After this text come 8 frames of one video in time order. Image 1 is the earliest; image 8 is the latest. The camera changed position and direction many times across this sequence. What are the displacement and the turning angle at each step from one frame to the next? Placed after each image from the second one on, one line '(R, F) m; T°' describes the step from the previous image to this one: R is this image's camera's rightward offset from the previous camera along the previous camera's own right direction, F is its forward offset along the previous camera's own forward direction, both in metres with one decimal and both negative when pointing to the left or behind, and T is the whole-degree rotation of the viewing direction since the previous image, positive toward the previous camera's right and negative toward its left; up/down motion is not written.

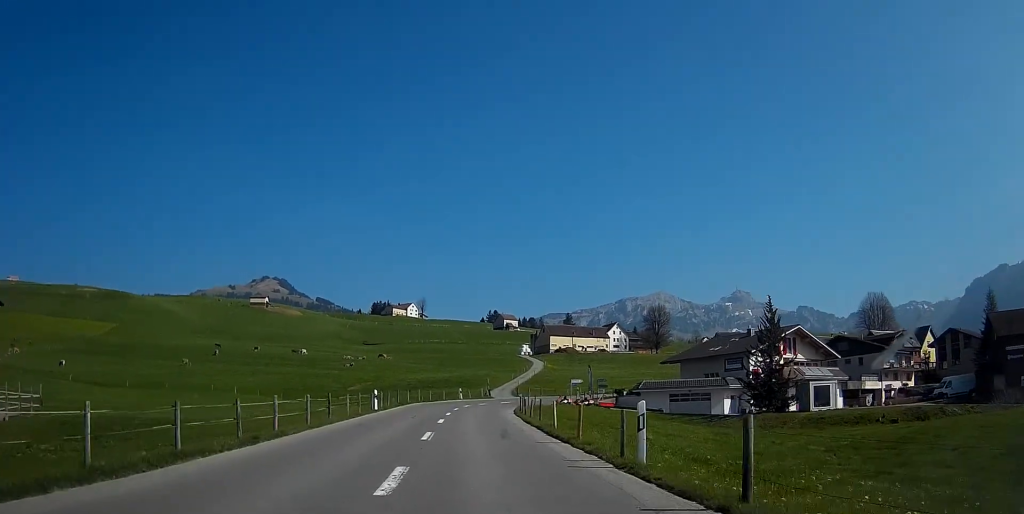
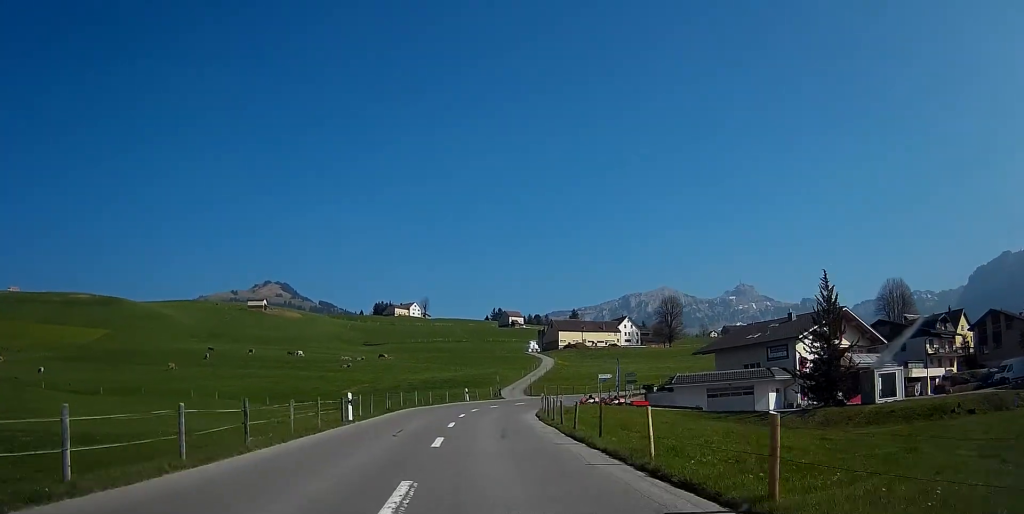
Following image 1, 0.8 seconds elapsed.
(0.0, +10.4) m; +1°
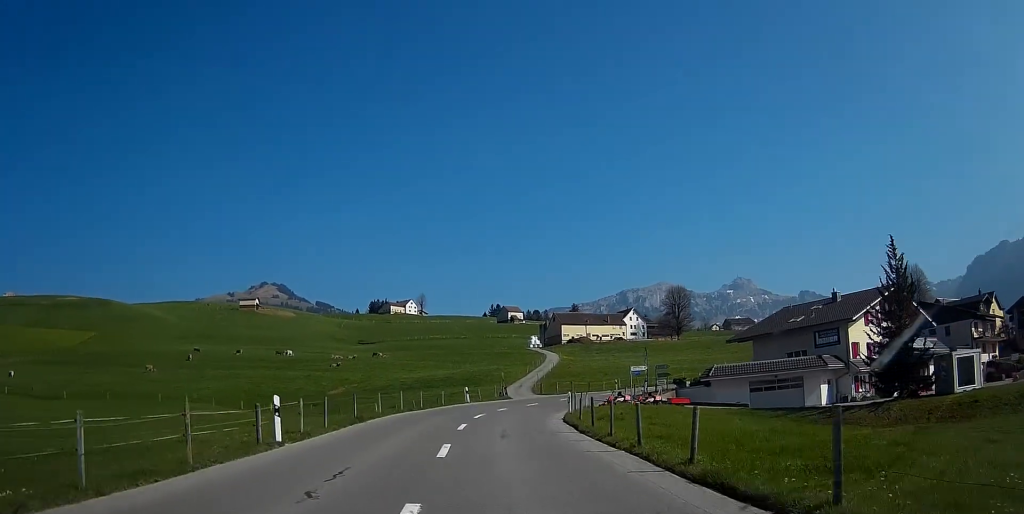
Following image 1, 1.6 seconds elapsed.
(+0.2, +10.5) m; -1°
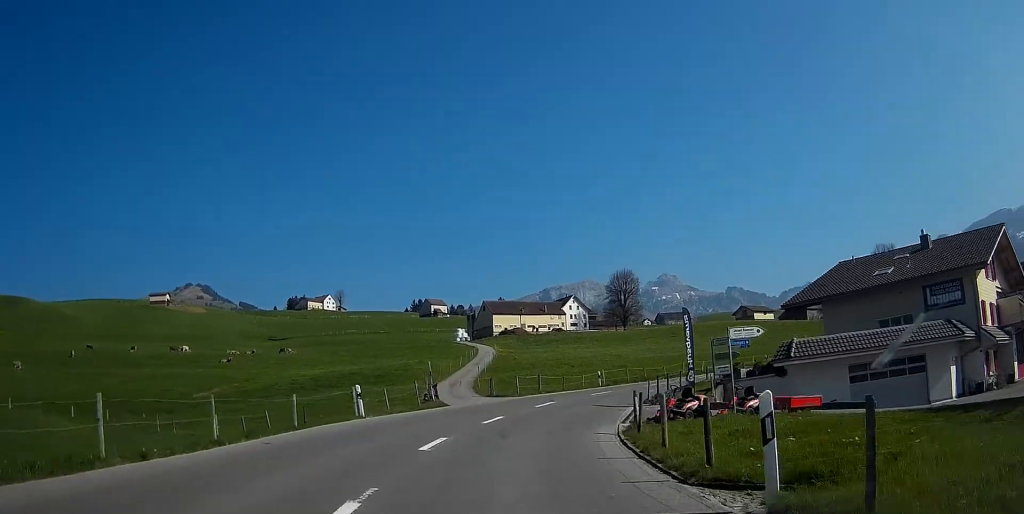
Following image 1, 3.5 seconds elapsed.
(+0.7, +25.1) m; +6°
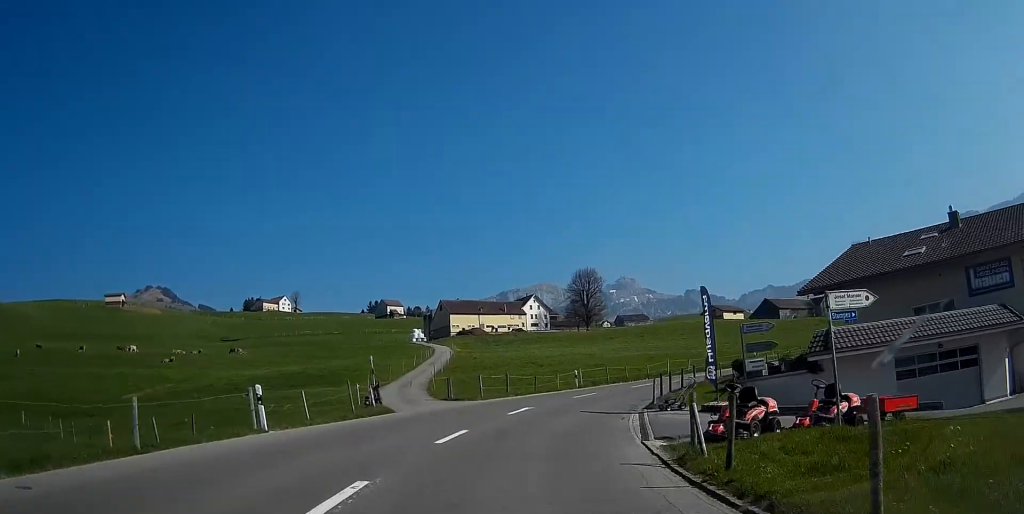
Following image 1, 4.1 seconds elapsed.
(+0.1, +7.4) m; +5°
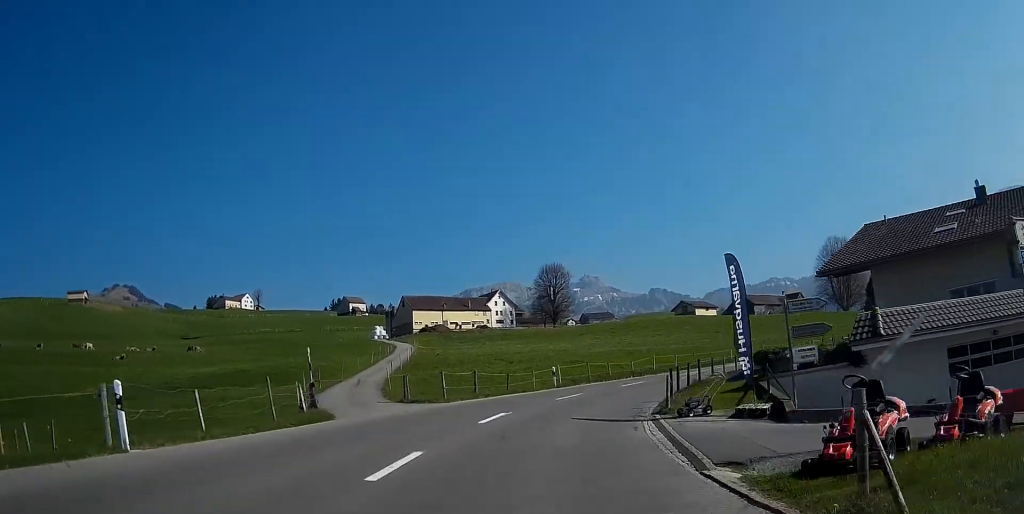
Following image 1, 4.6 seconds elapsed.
(-0.4, +5.7) m; +4°
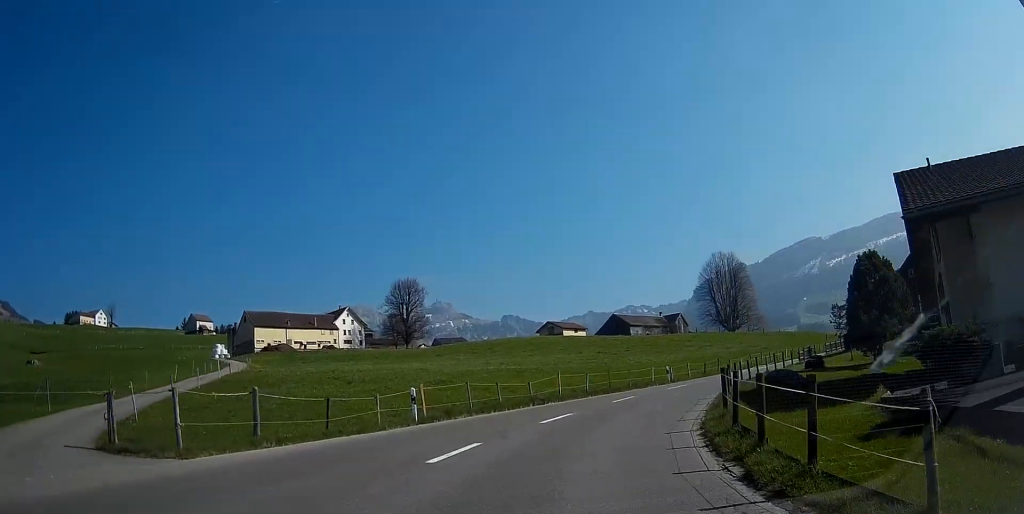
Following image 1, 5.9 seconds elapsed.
(+2.4, +15.1) m; +13°
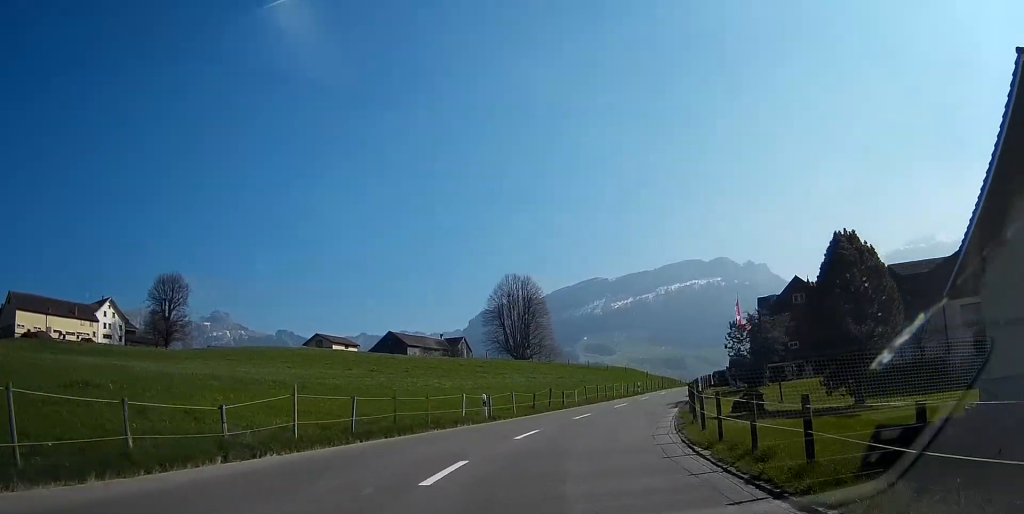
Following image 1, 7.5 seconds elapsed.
(+2.3, +16.8) m; +15°
